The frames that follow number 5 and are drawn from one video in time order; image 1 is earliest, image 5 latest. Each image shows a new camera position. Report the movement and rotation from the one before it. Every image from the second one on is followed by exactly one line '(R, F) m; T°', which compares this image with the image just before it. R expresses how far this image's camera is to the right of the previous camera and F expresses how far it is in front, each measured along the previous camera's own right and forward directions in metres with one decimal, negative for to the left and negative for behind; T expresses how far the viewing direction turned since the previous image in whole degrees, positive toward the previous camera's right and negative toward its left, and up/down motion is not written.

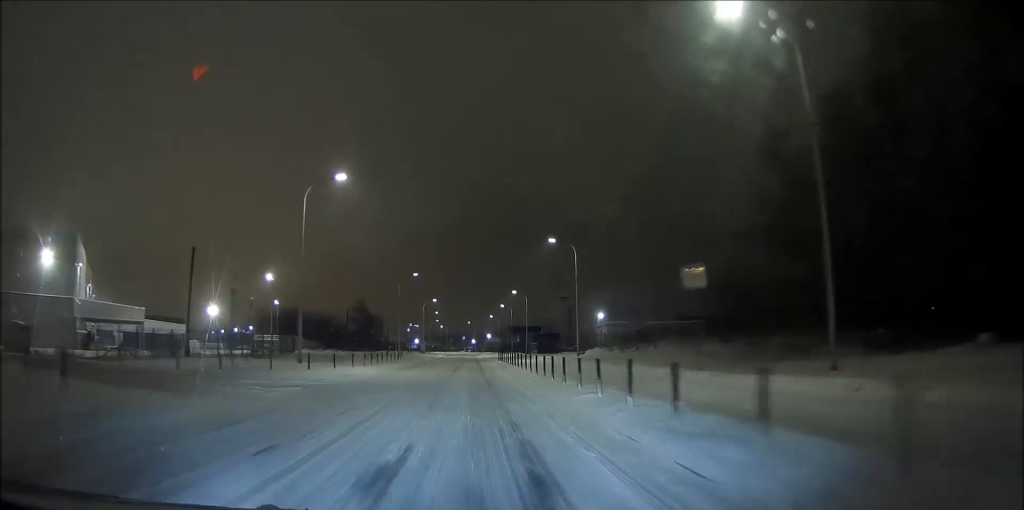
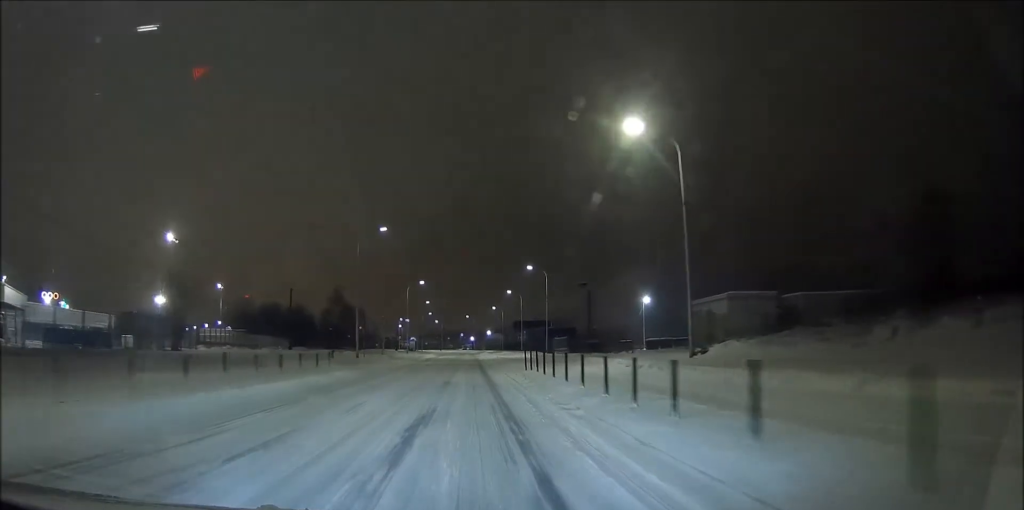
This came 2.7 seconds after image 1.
(-0.2, +29.0) m; 0°
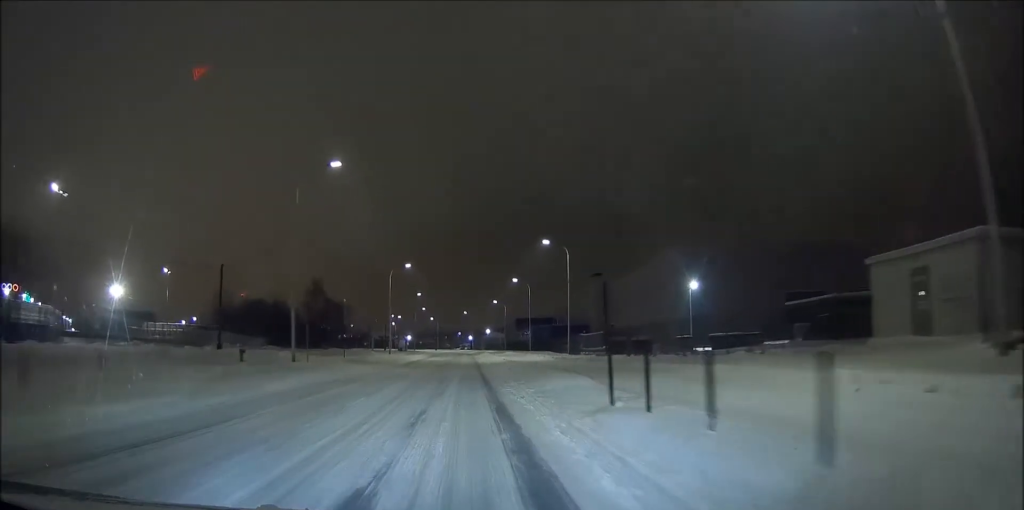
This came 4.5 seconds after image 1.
(+0.4, +18.1) m; 0°
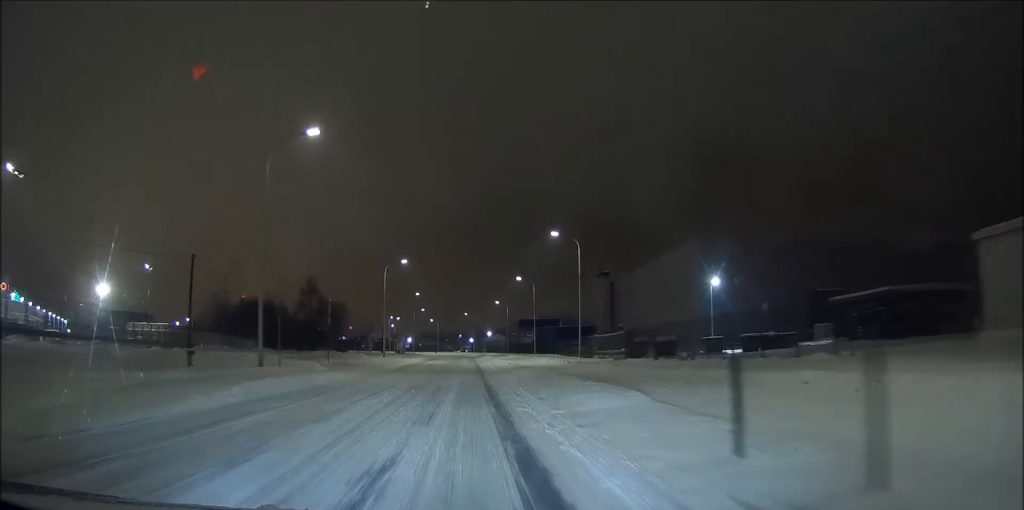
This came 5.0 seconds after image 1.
(-0.1, +5.5) m; -1°
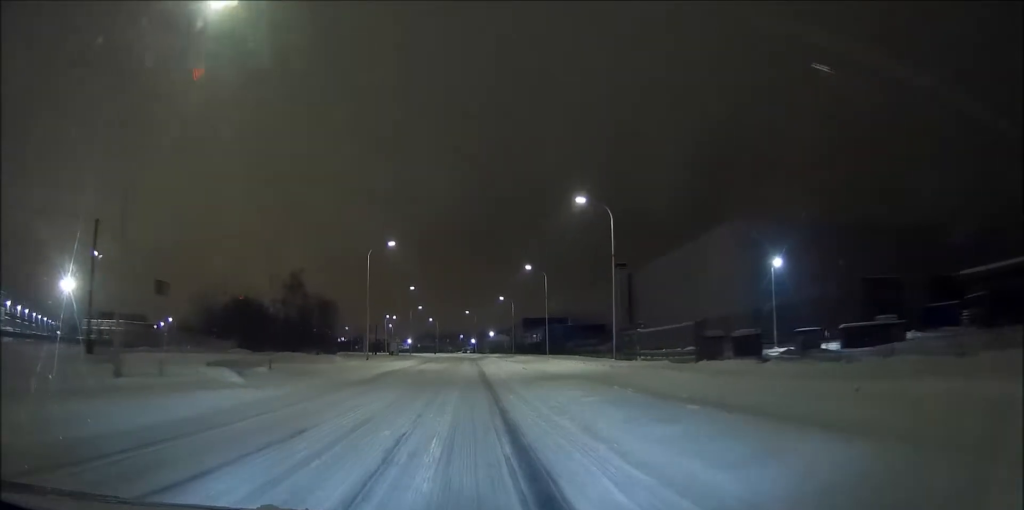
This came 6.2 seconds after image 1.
(-0.1, +12.4) m; 0°
